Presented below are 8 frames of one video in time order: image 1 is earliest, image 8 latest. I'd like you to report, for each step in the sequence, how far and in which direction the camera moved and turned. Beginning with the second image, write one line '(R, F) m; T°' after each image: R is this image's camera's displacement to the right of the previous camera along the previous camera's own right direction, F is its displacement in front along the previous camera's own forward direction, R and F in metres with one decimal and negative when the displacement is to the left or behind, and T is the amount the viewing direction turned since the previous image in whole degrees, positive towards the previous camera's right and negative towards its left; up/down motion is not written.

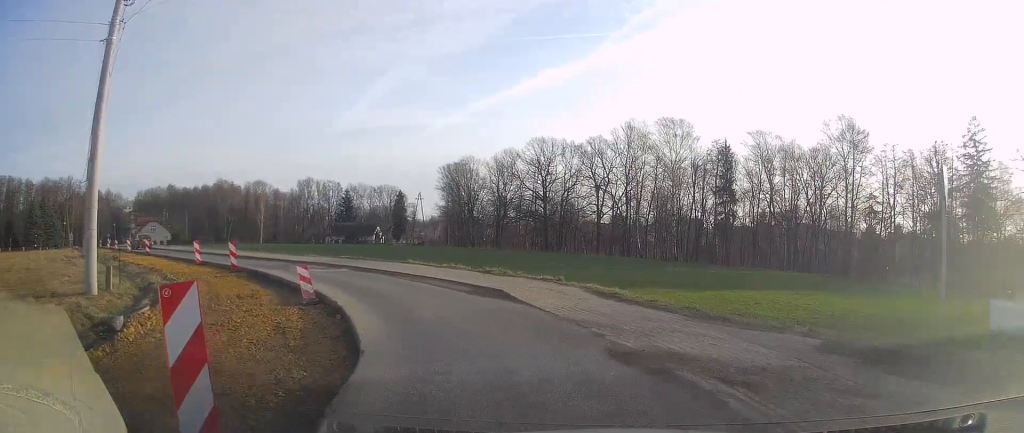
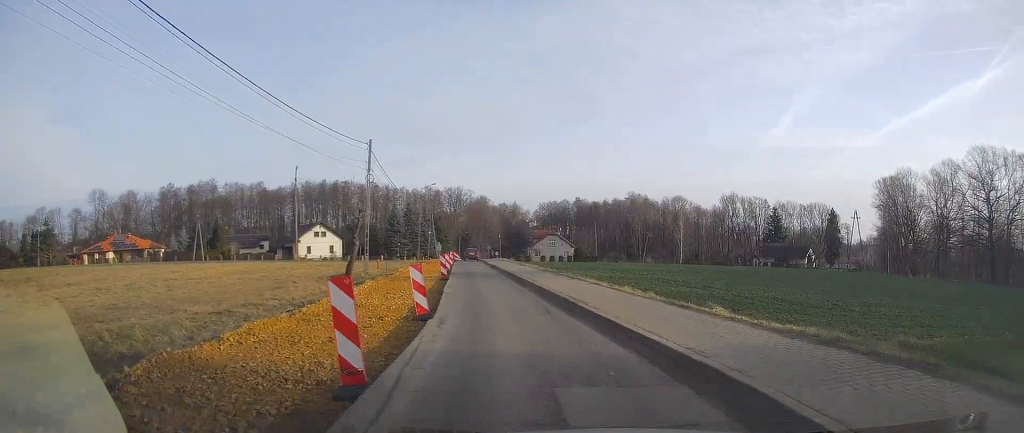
(-2.0, +10.0) m; -17°
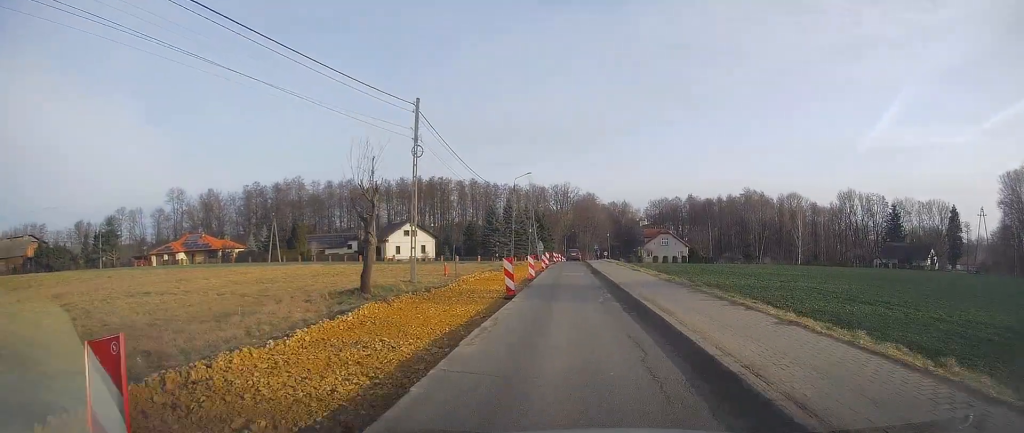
(-1.5, +12.9) m; -9°
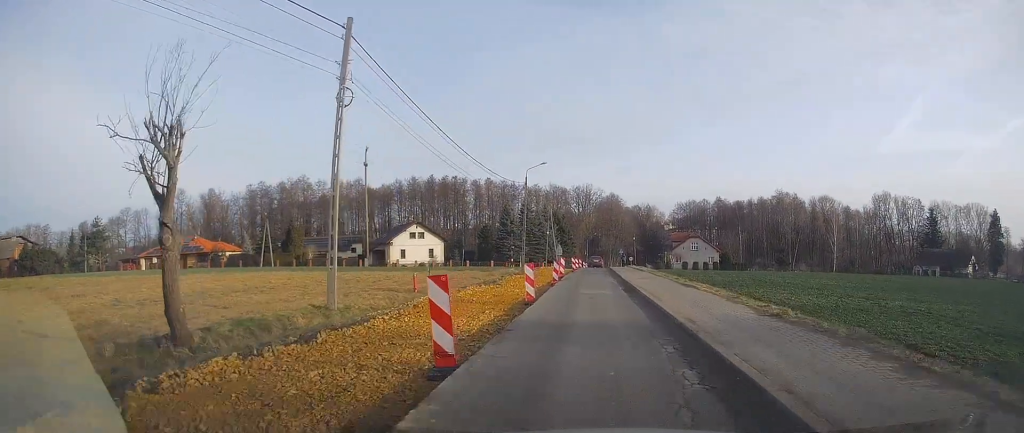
(-0.5, +11.5) m; -3°
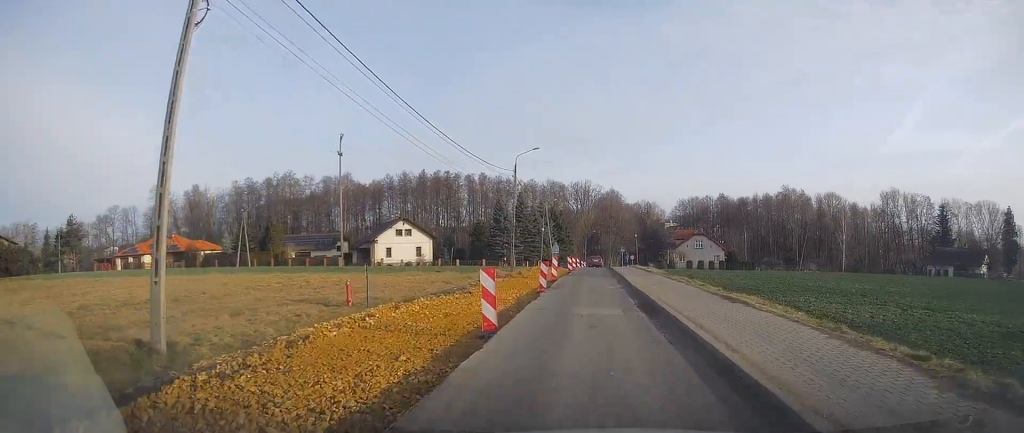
(-0.1, +7.6) m; 0°
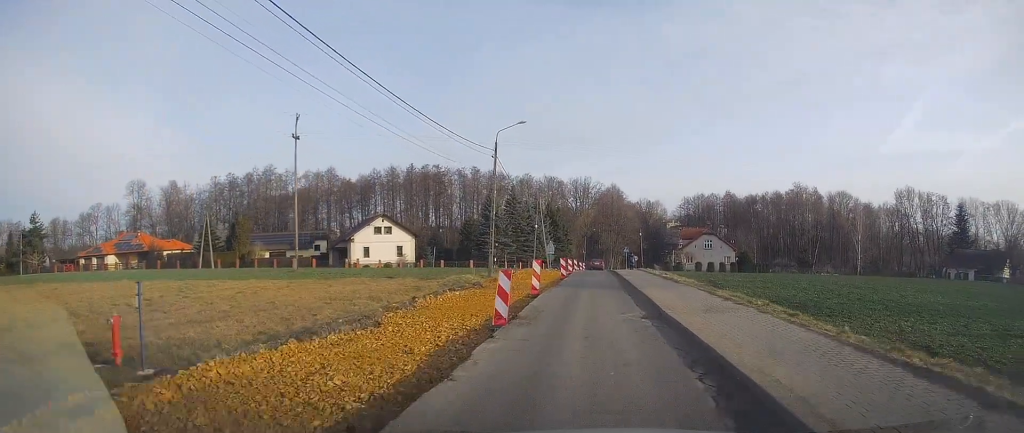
(0.0, +10.5) m; 0°
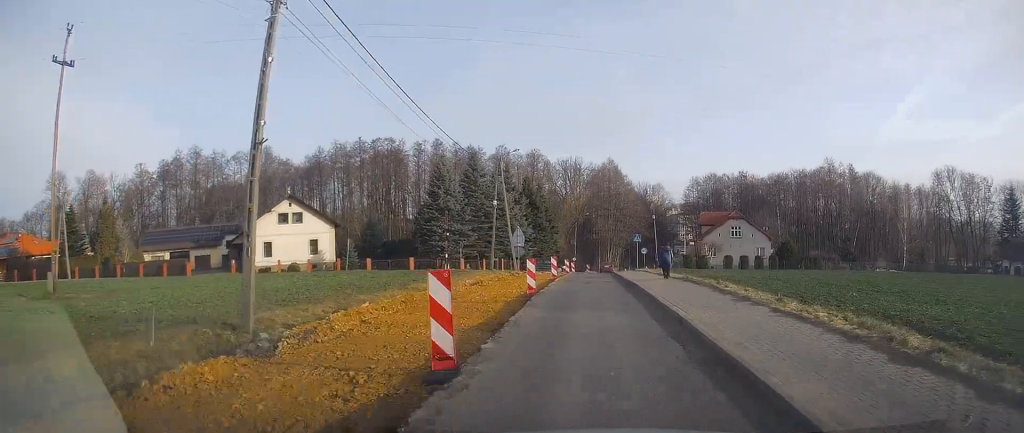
(+0.4, +28.4) m; +2°
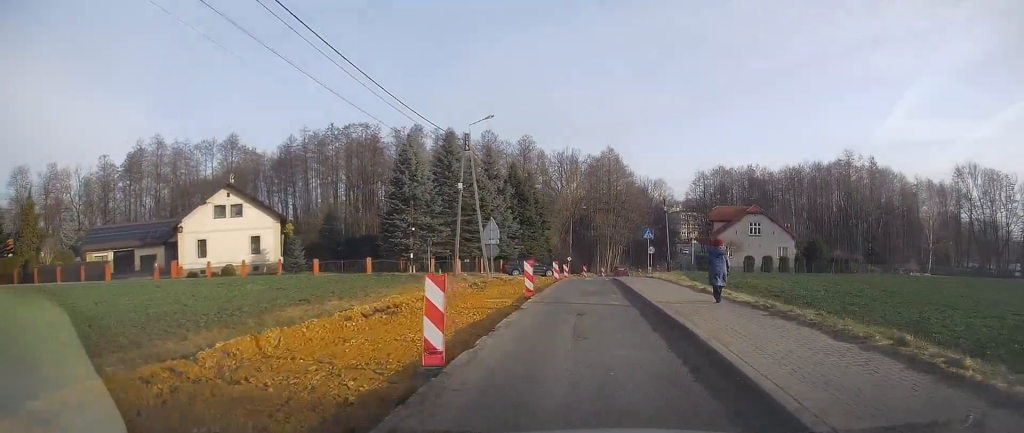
(+0.2, +11.7) m; 0°
